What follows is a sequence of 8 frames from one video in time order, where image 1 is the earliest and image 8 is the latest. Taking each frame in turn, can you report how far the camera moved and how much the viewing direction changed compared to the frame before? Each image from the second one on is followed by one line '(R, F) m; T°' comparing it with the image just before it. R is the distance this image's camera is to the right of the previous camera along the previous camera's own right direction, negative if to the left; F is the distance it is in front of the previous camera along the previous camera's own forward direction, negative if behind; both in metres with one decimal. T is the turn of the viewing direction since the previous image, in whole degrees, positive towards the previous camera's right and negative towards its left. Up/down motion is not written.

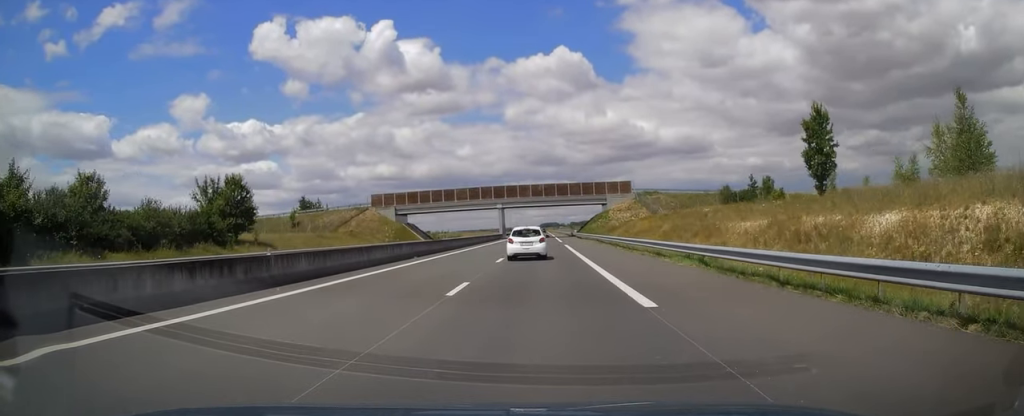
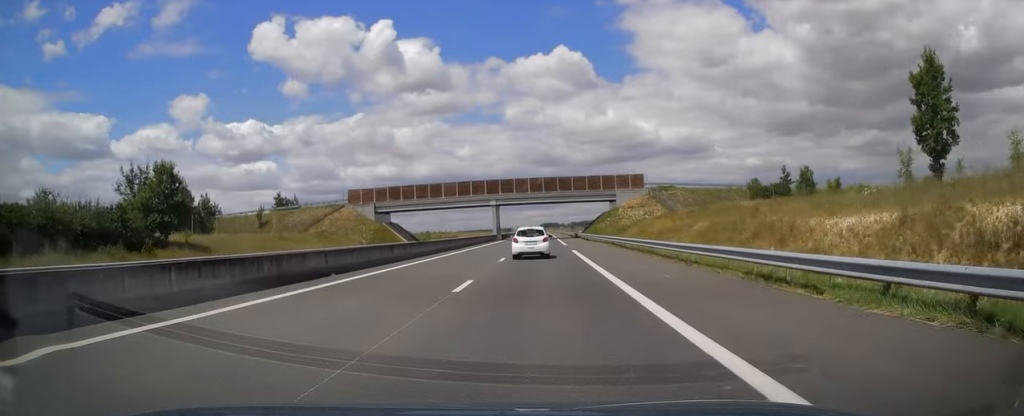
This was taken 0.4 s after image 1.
(-0.1, +12.3) m; 0°
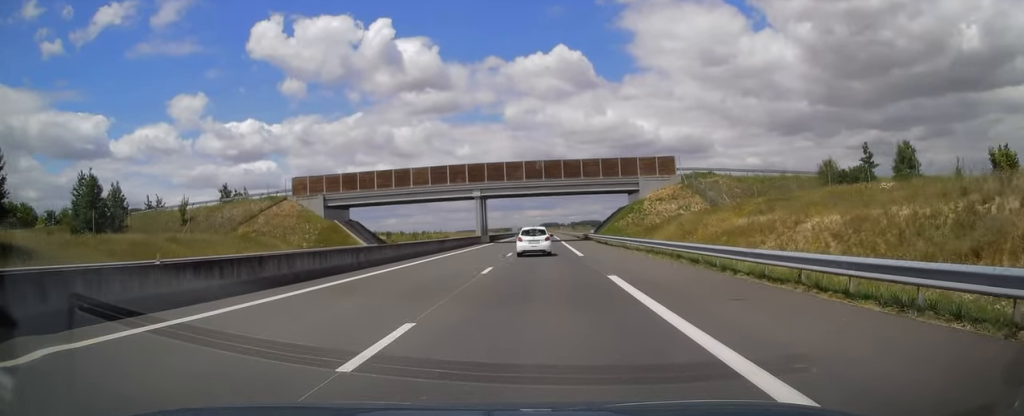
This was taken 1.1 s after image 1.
(0.0, +20.6) m; 0°
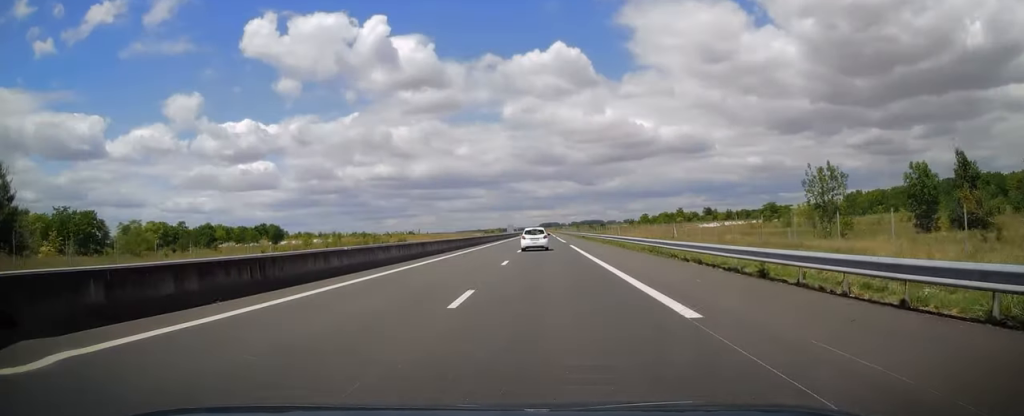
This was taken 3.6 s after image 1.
(+0.1, +73.1) m; 0°
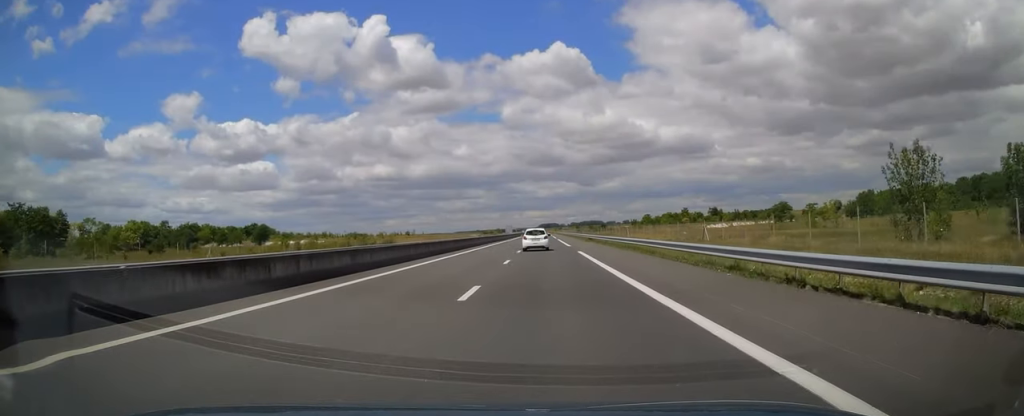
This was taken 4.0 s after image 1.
(0.0, +11.7) m; 0°
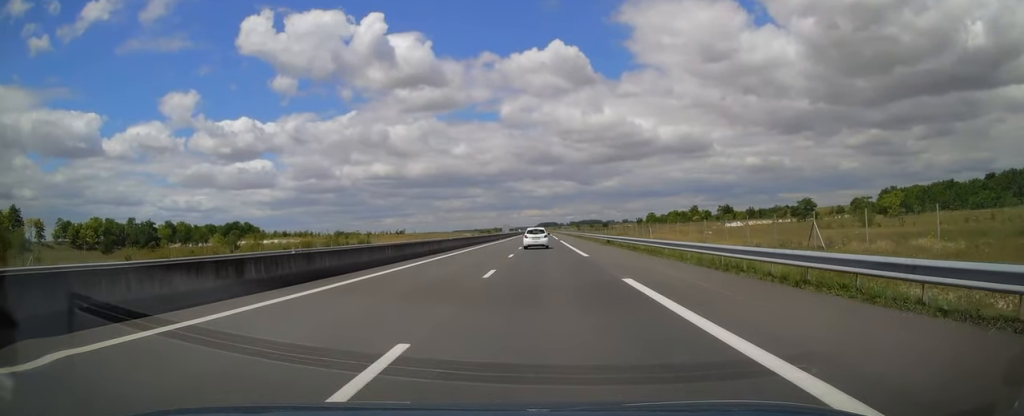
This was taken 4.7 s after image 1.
(-0.2, +20.5) m; 0°
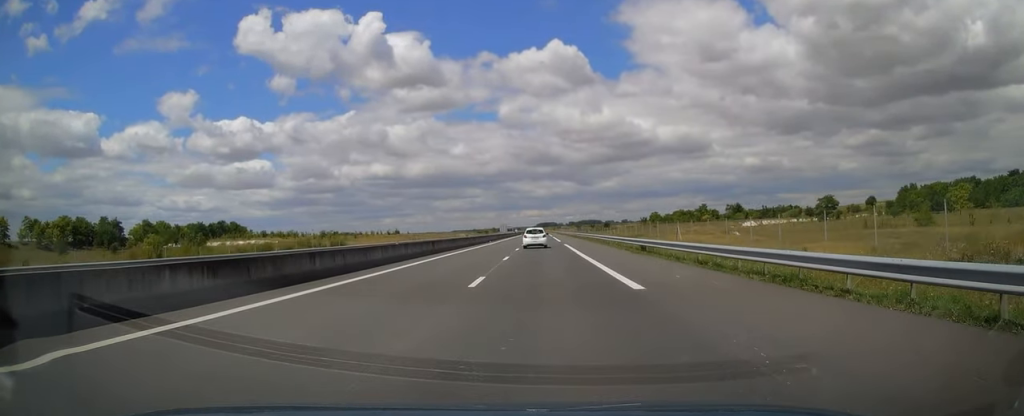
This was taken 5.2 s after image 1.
(+0.1, +15.6) m; 0°
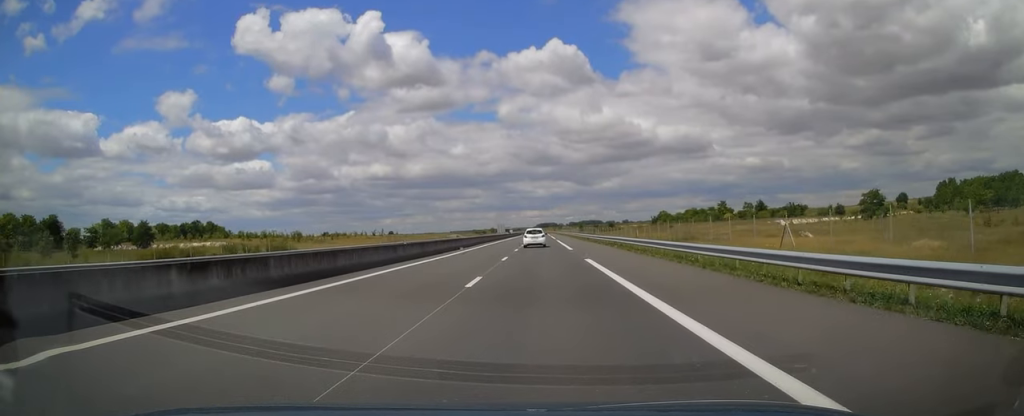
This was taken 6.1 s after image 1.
(+0.2, +25.9) m; 0°
